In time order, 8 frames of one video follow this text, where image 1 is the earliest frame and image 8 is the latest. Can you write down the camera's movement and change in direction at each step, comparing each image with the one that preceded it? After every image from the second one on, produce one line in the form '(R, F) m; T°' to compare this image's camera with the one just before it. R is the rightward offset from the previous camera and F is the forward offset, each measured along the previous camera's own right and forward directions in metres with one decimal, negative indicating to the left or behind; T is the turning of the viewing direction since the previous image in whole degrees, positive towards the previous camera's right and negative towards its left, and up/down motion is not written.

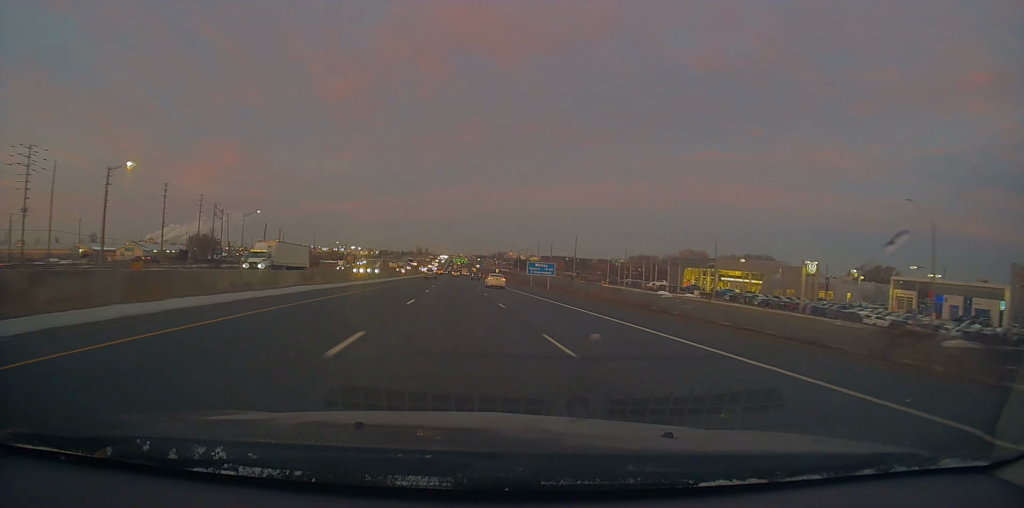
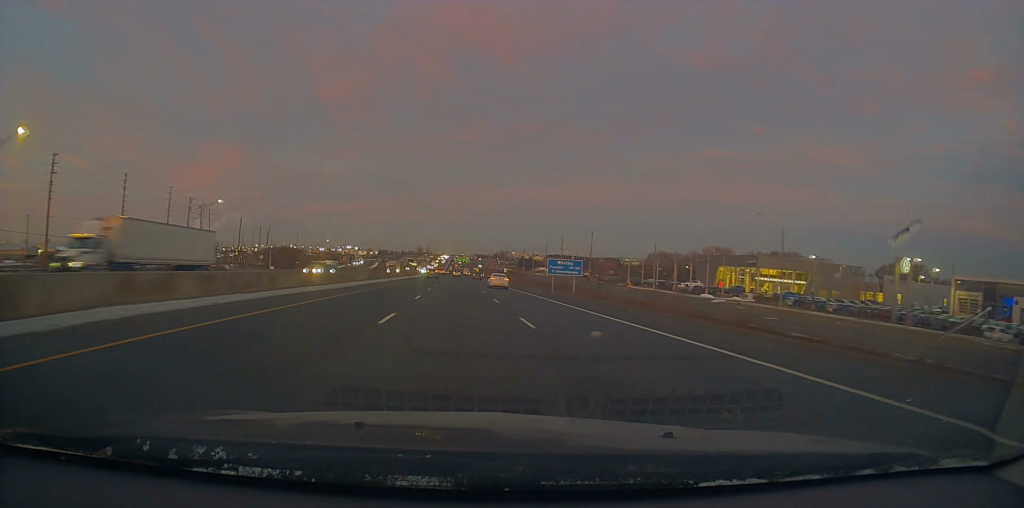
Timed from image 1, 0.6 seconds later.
(0.0, +20.3) m; 0°
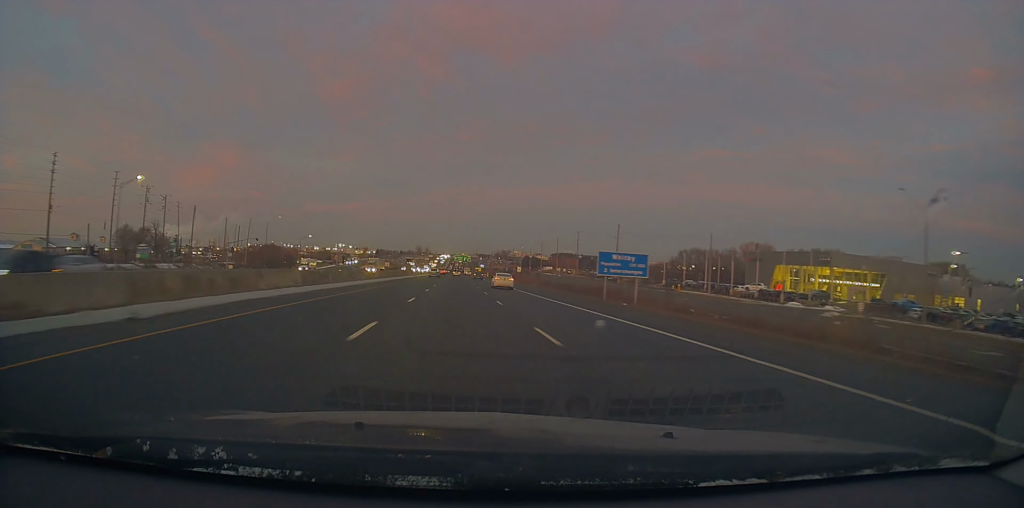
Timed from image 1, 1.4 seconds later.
(0.0, +27.2) m; -1°
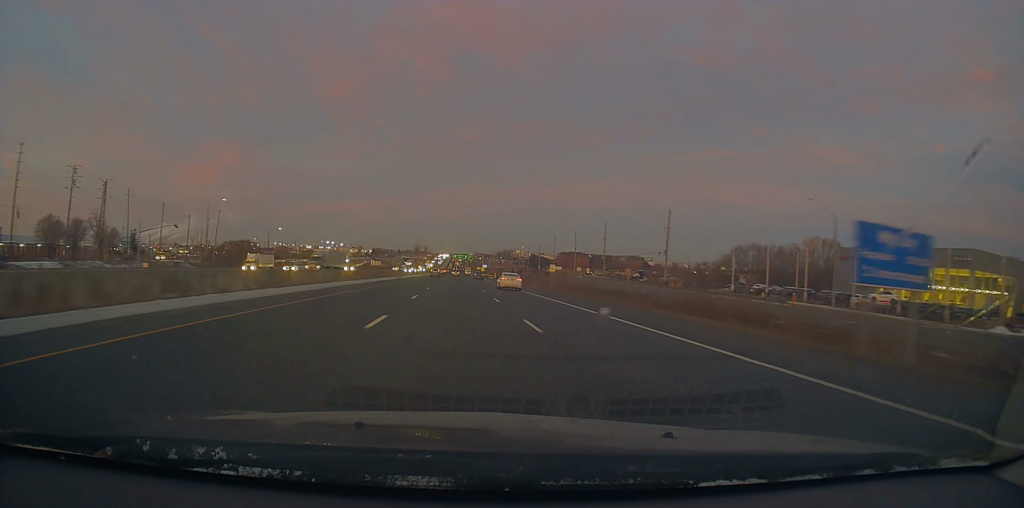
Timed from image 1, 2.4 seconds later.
(-0.4, +34.2) m; 0°
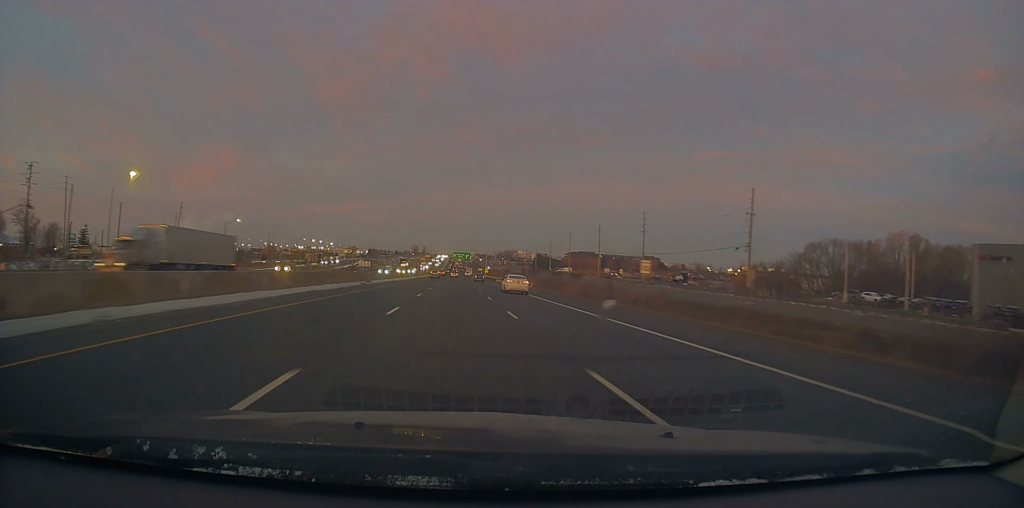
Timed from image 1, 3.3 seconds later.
(+0.4, +32.0) m; 0°
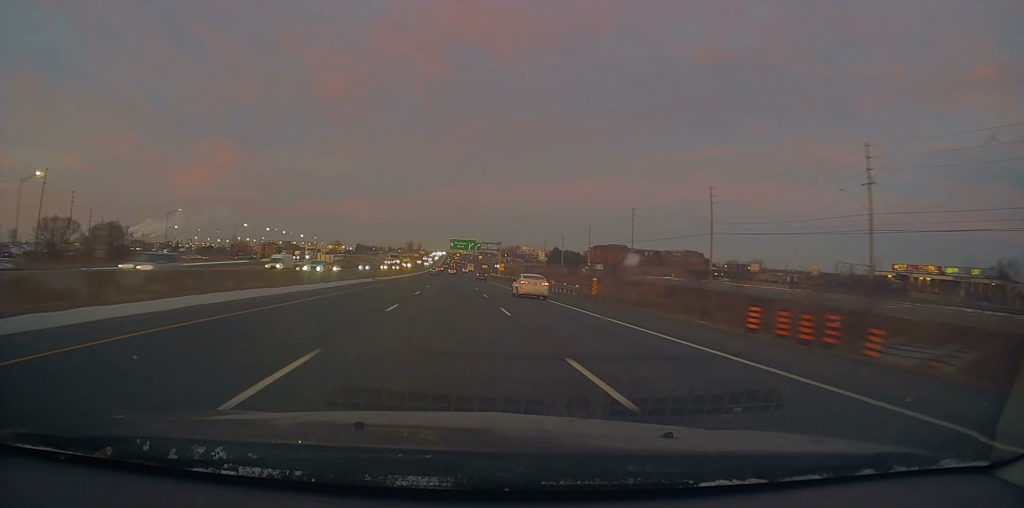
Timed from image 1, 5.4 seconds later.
(+0.2, +71.4) m; +1°
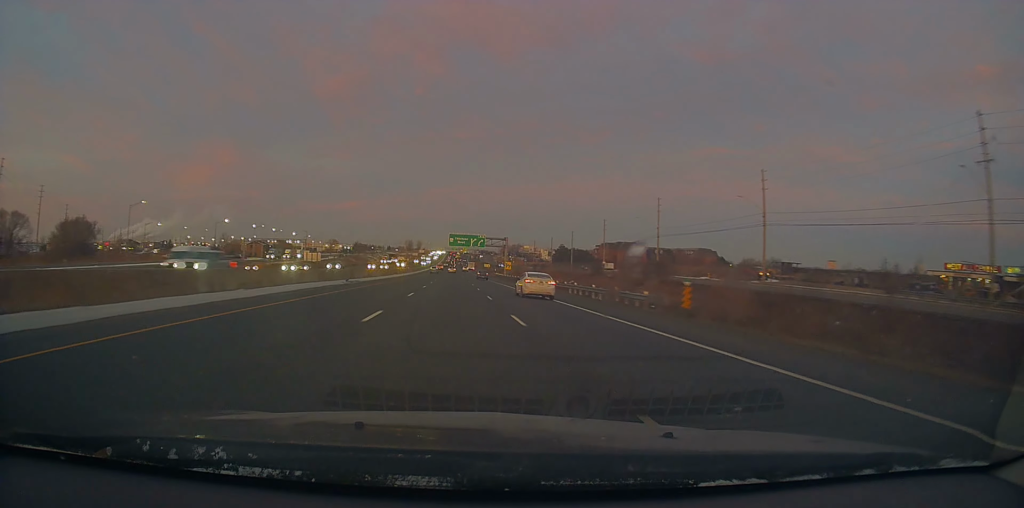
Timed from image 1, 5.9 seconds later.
(0.0, +16.2) m; 0°
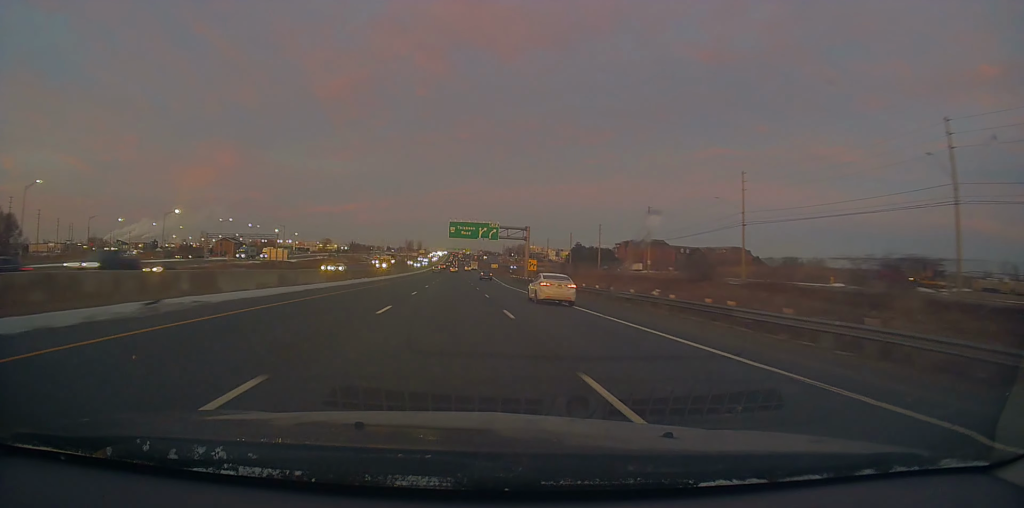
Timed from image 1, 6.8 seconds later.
(+0.1, +33.7) m; -1°
